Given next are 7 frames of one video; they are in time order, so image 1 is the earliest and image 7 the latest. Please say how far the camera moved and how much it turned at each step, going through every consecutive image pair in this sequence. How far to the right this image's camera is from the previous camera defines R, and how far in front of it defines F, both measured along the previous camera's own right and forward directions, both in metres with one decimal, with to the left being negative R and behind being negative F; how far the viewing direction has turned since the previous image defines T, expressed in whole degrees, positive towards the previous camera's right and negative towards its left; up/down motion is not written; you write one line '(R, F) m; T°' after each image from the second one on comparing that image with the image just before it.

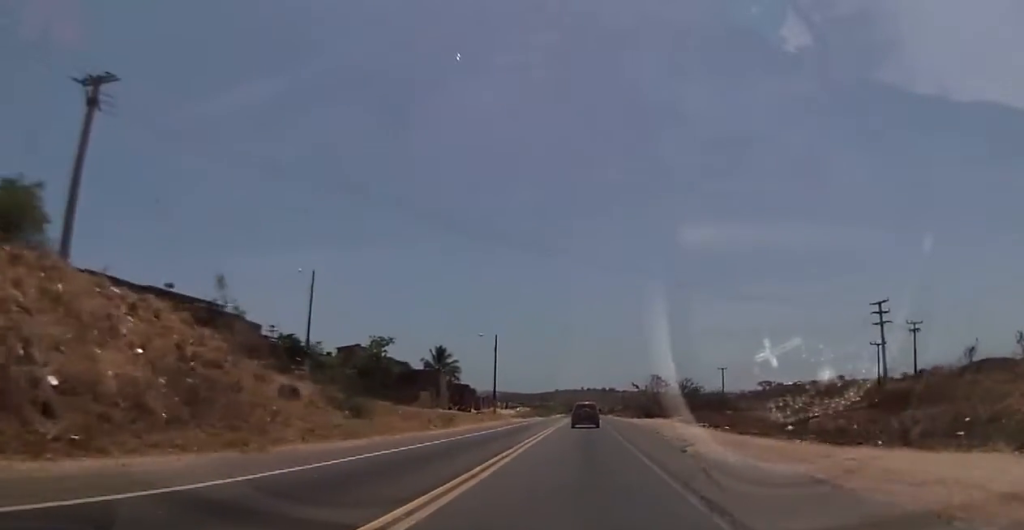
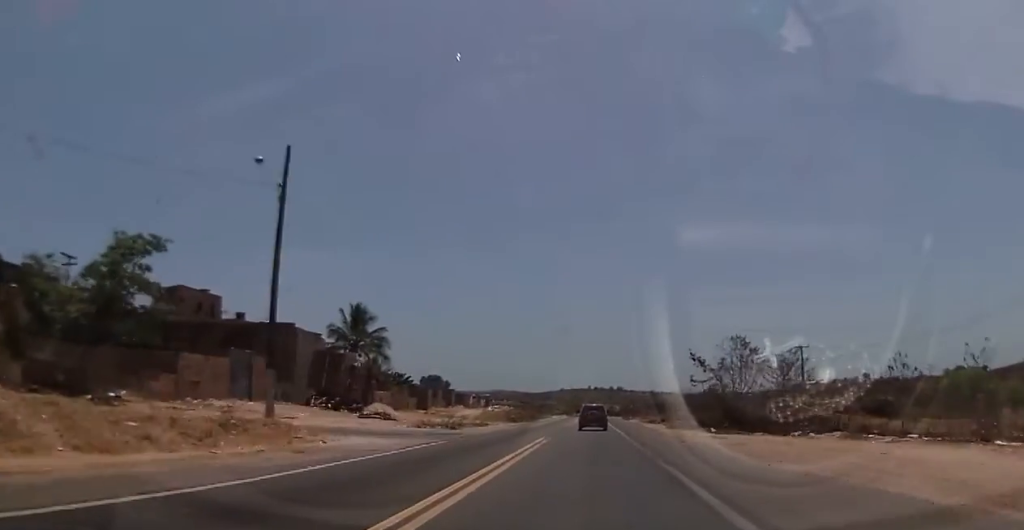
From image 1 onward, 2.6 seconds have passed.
(-0.3, +57.1) m; -1°
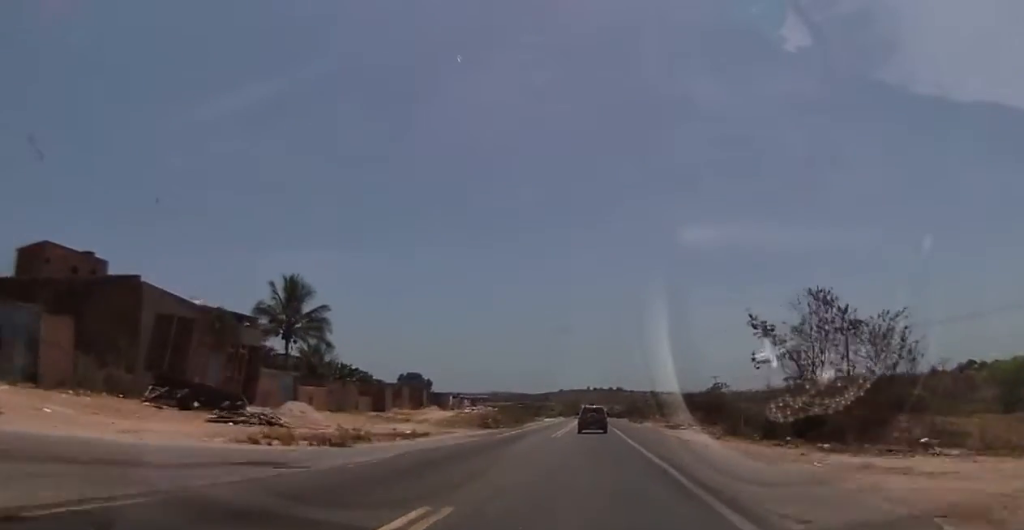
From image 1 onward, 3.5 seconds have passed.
(-0.2, +20.4) m; 0°
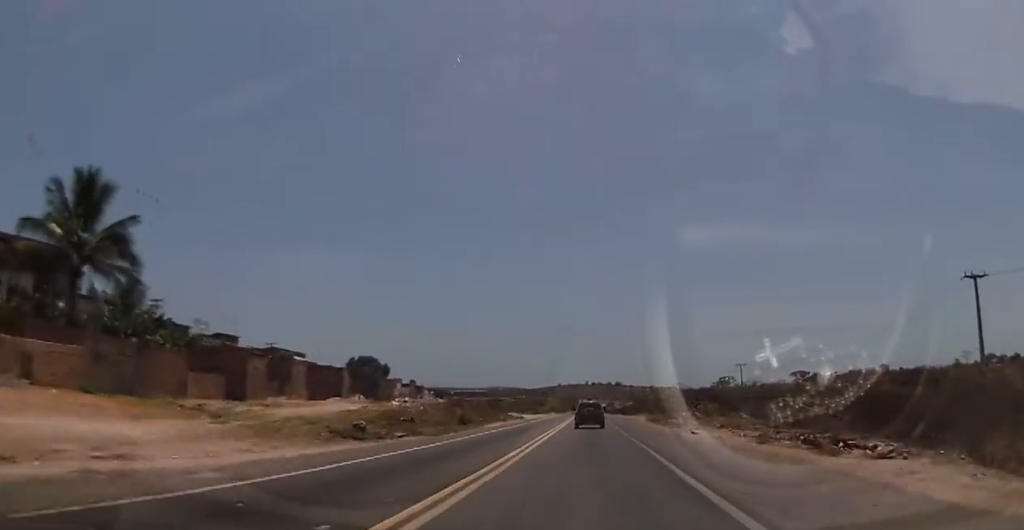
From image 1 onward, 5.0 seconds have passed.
(+0.6, +33.3) m; +1°
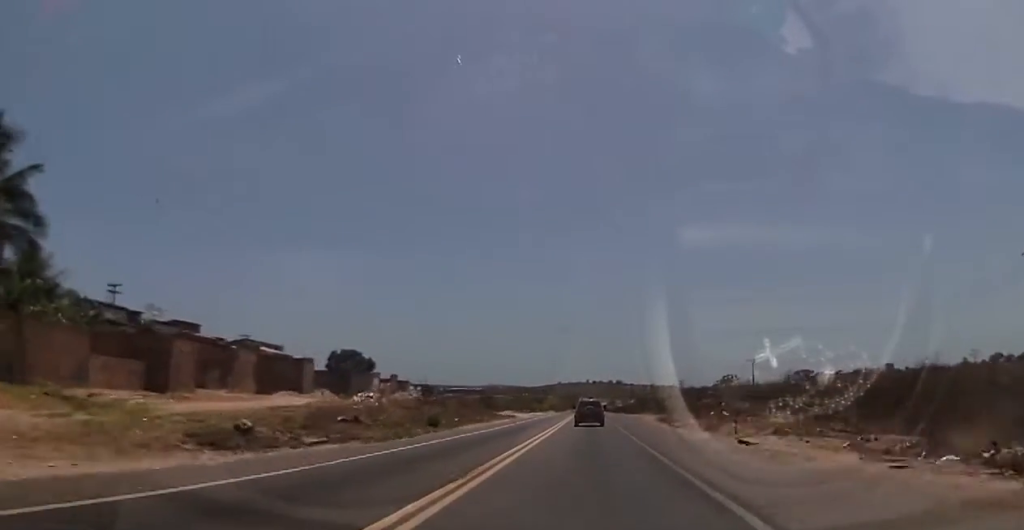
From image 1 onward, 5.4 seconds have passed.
(-0.1, +9.8) m; 0°
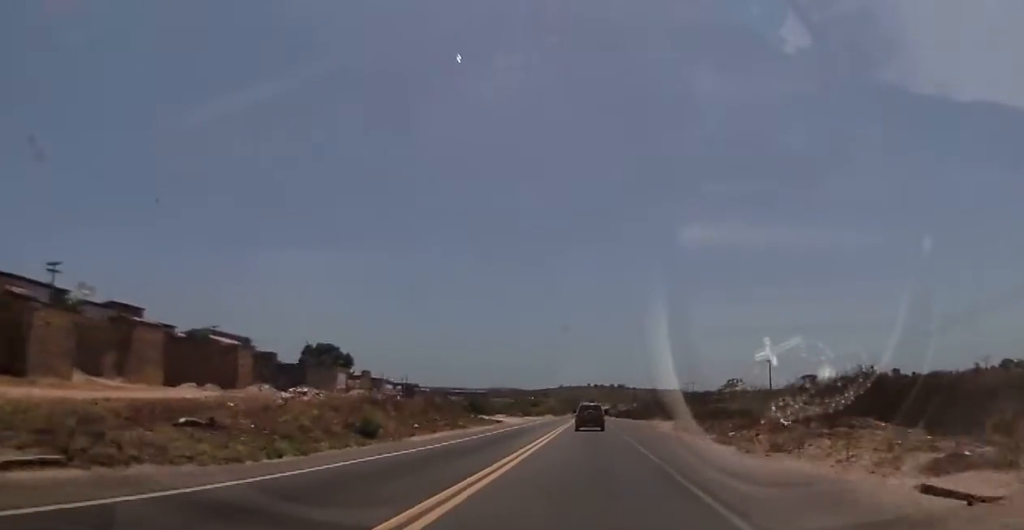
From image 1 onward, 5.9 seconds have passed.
(-0.3, +12.1) m; 0°
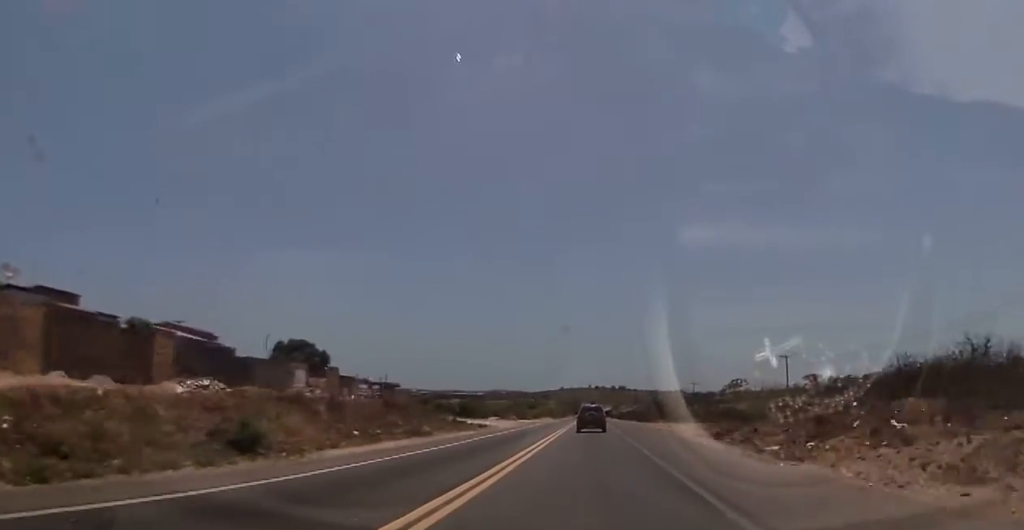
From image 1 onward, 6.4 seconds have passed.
(+0.1, +10.5) m; 0°
